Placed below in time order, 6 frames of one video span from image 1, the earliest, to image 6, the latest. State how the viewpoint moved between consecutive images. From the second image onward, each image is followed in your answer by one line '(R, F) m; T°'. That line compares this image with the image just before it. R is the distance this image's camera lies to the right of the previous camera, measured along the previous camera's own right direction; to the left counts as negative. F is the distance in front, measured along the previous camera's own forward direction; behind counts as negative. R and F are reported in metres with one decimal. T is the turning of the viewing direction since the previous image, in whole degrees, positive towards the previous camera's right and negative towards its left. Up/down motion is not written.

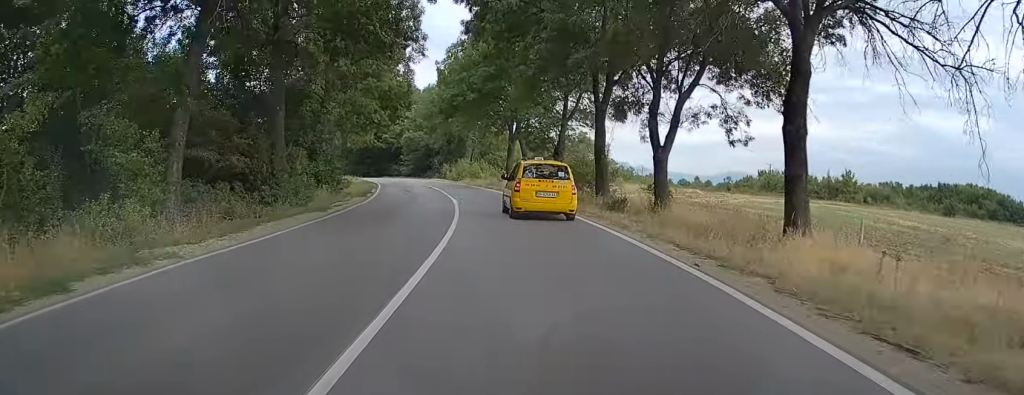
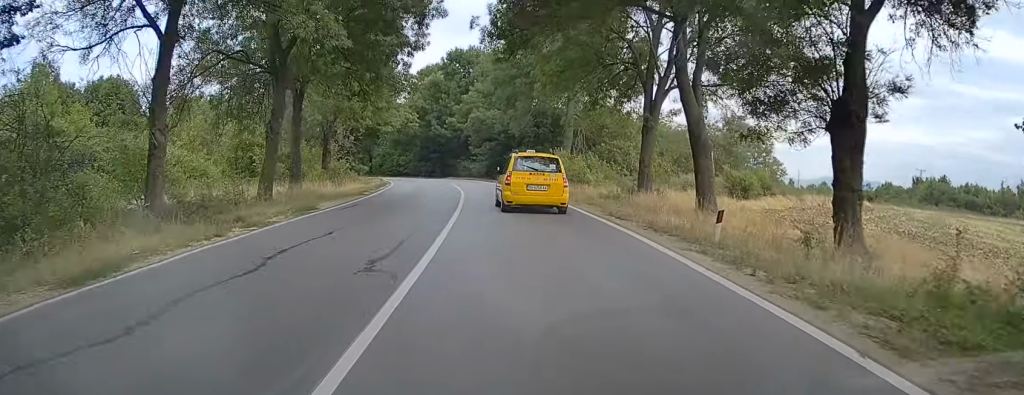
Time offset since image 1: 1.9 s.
(-2.3, +31.5) m; -8°
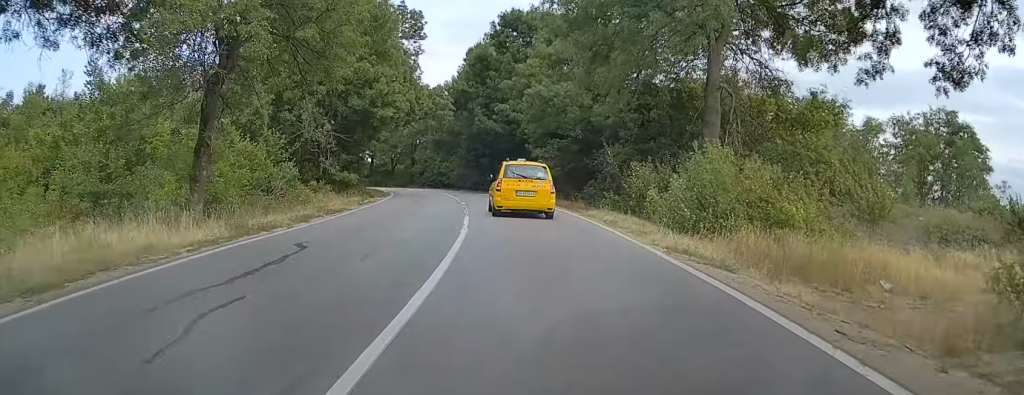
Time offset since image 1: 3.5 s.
(-1.2, +25.3) m; -6°
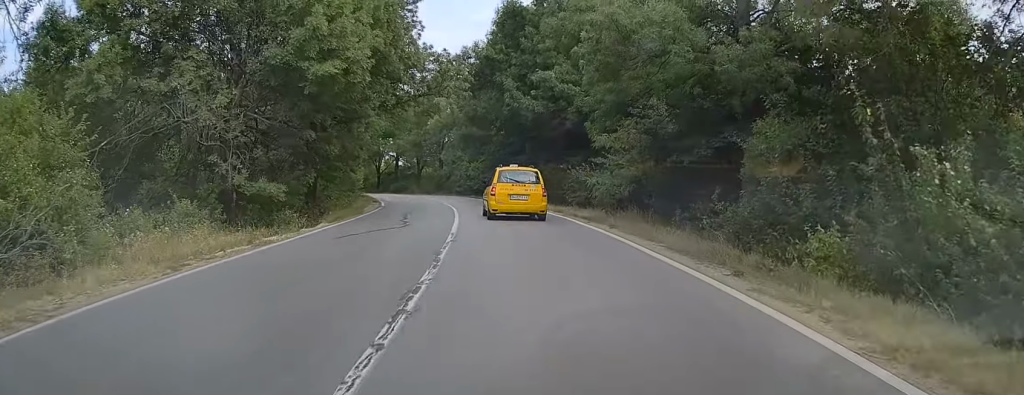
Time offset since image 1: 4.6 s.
(-0.8, +17.7) m; -5°
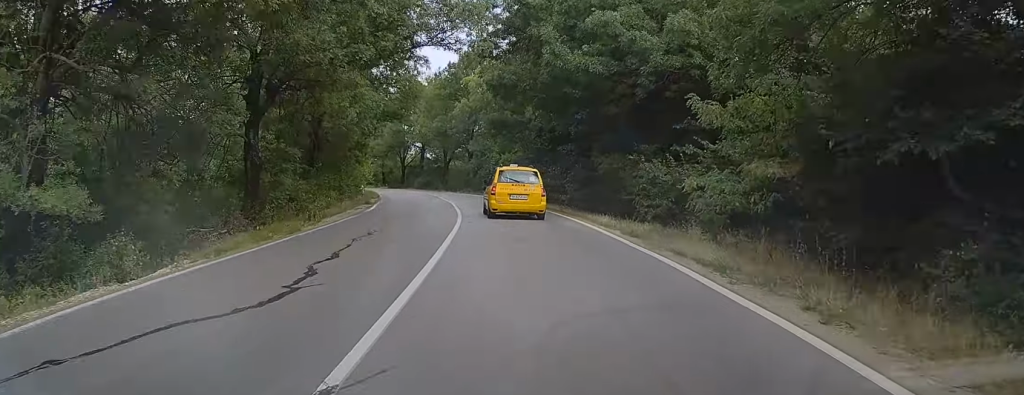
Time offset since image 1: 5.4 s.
(-0.3, +11.9) m; -3°
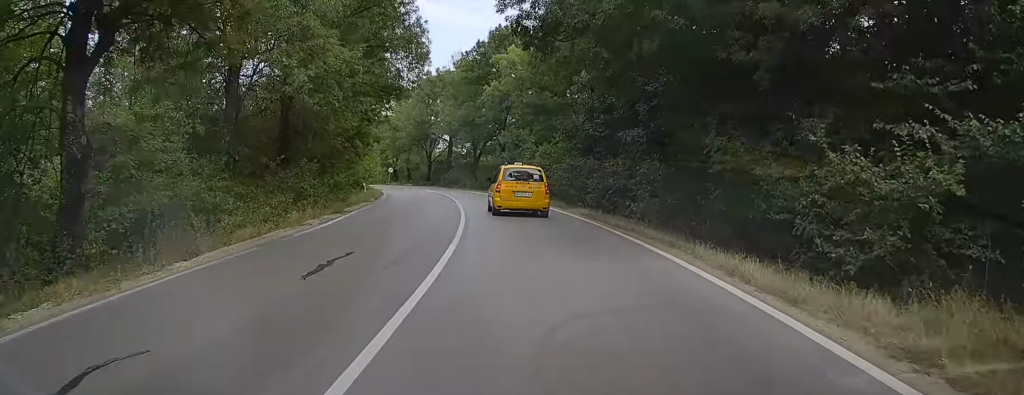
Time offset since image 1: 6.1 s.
(-0.4, +11.4) m; -1°
